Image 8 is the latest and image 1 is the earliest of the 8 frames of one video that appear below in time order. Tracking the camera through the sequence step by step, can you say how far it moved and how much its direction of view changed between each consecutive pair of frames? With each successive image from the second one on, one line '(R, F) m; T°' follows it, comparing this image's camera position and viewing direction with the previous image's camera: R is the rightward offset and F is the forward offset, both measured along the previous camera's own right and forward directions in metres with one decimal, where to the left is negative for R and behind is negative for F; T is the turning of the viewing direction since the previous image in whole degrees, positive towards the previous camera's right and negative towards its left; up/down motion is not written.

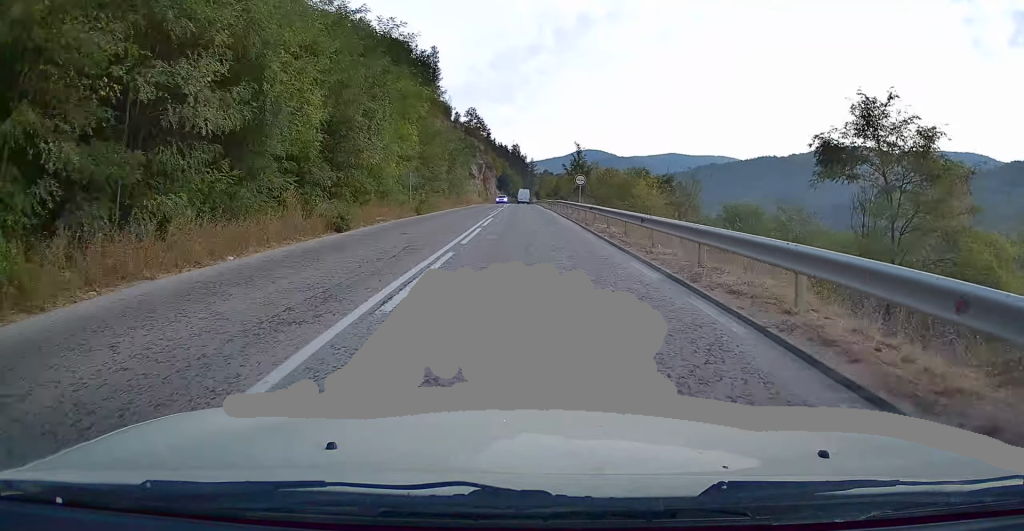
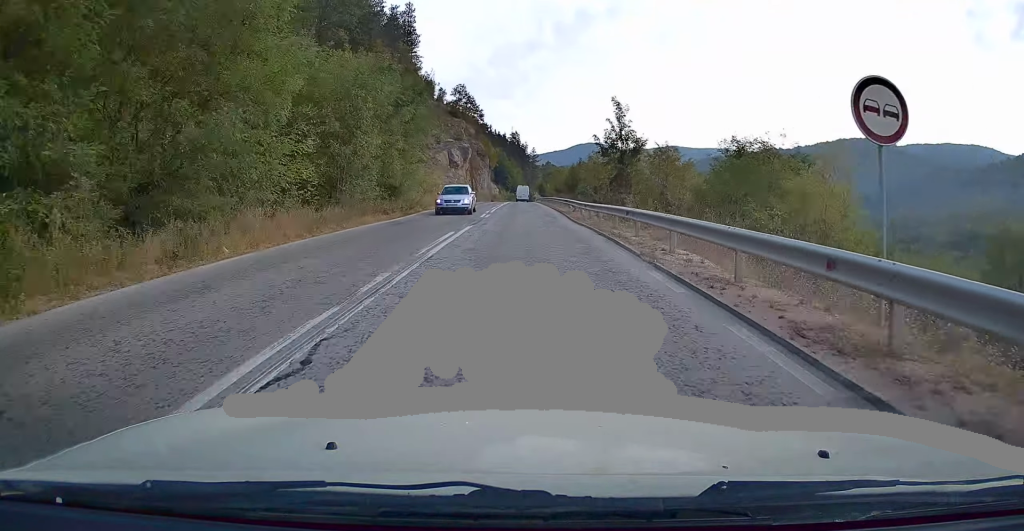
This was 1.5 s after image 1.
(-0.1, +34.2) m; -1°
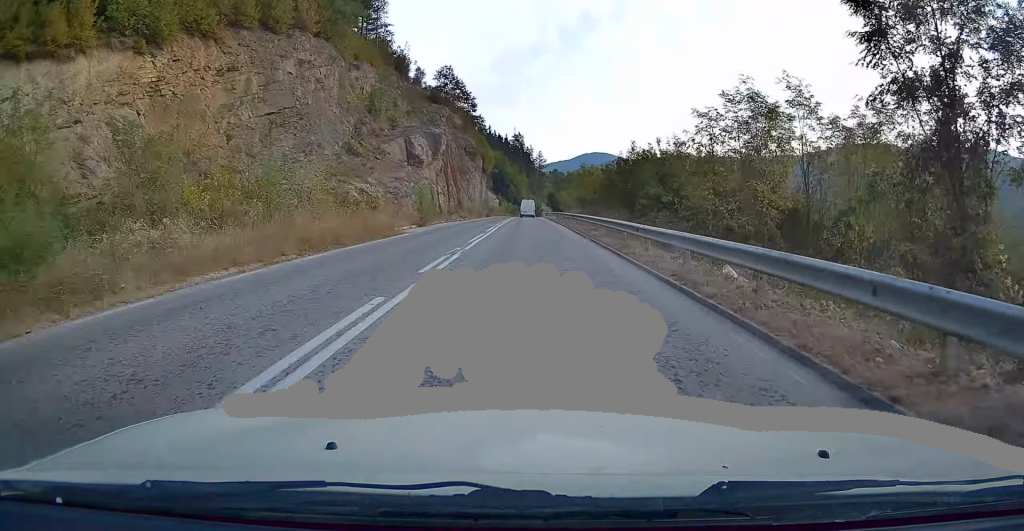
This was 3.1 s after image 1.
(-0.2, +36.8) m; 0°
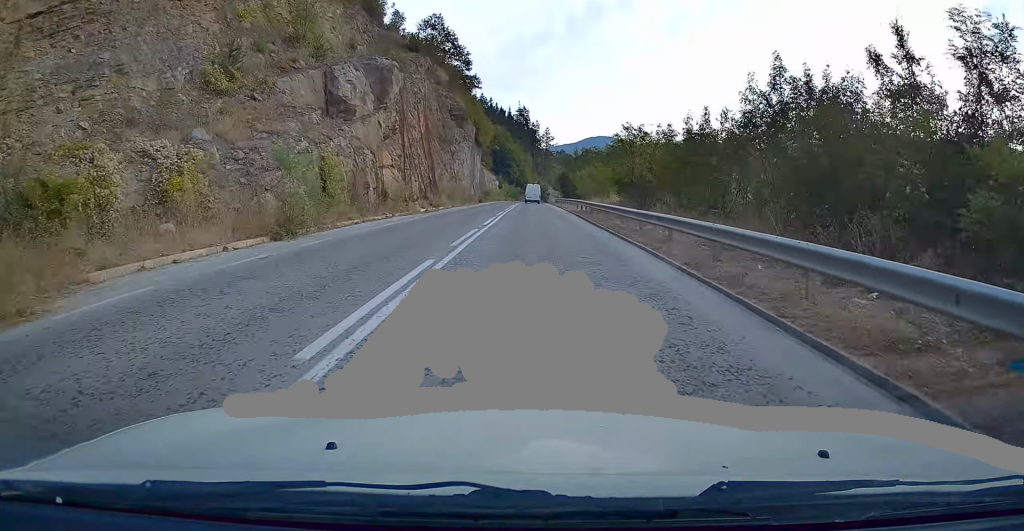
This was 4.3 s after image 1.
(+0.1, +24.9) m; 0°
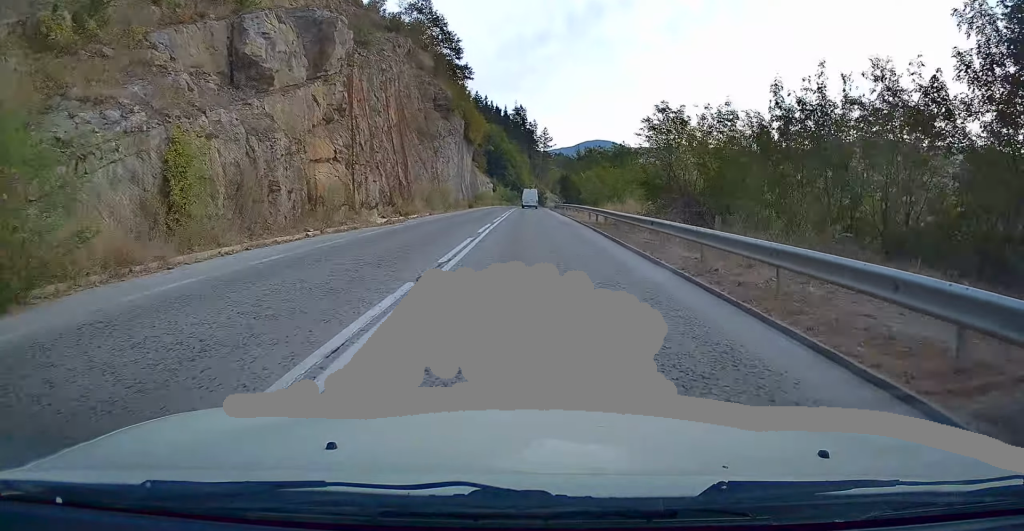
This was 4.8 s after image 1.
(+0.1, +10.9) m; 0°
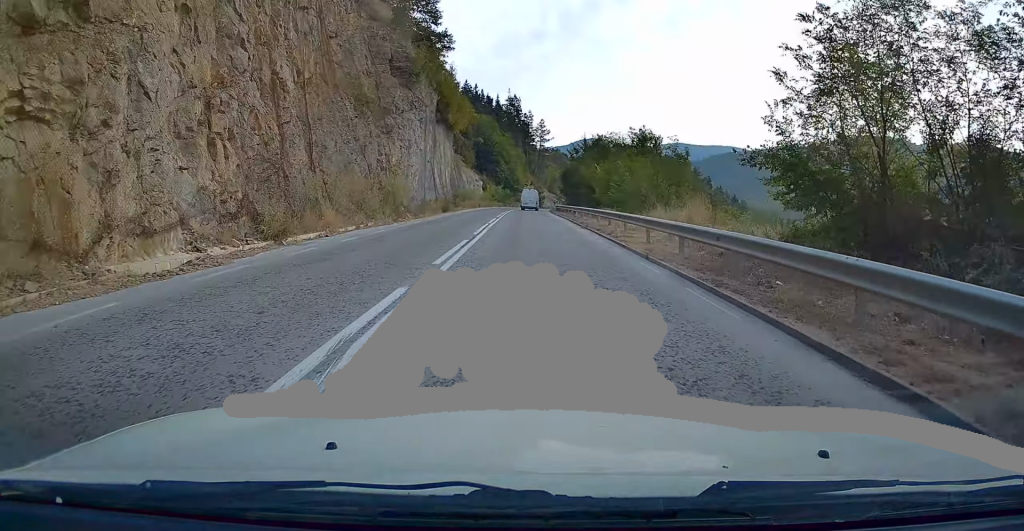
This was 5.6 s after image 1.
(-0.2, +18.1) m; -1°
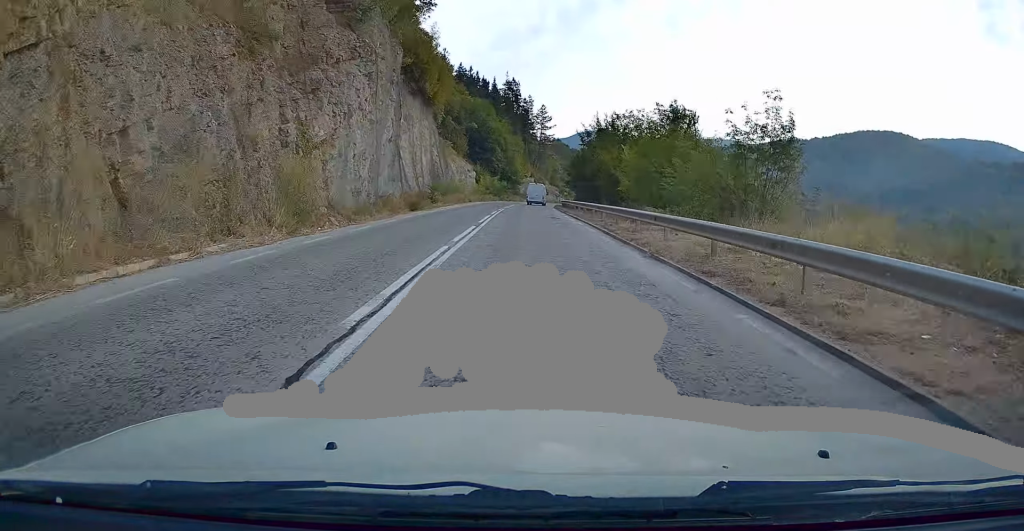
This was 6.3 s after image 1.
(-0.1, +14.5) m; 0°
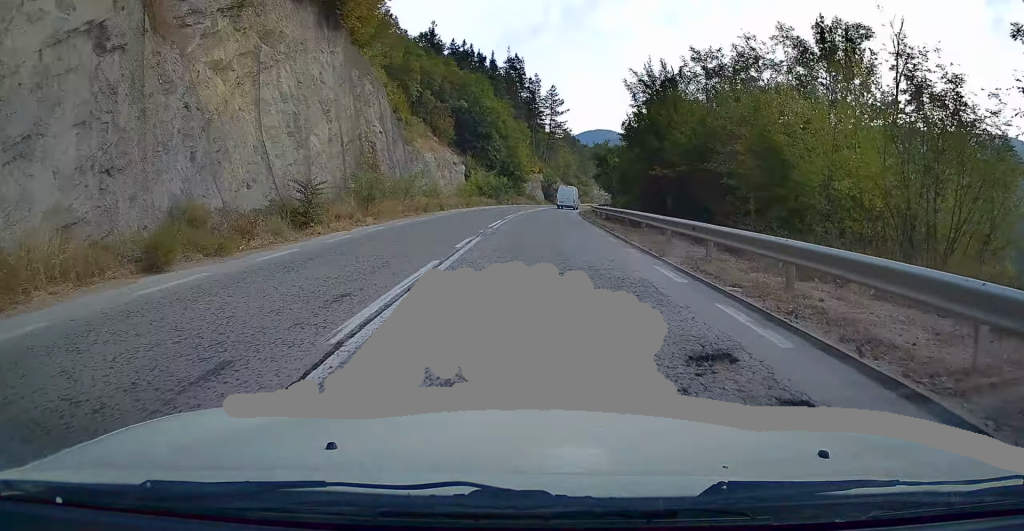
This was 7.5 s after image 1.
(-0.1, +27.7) m; +1°
